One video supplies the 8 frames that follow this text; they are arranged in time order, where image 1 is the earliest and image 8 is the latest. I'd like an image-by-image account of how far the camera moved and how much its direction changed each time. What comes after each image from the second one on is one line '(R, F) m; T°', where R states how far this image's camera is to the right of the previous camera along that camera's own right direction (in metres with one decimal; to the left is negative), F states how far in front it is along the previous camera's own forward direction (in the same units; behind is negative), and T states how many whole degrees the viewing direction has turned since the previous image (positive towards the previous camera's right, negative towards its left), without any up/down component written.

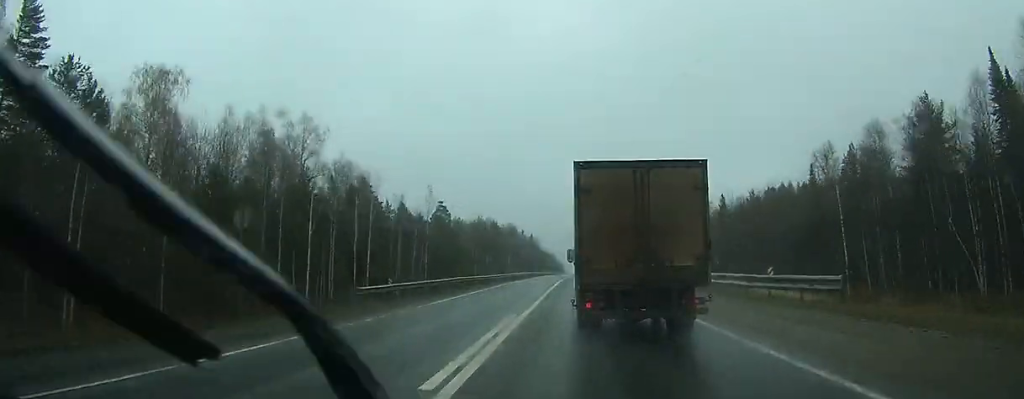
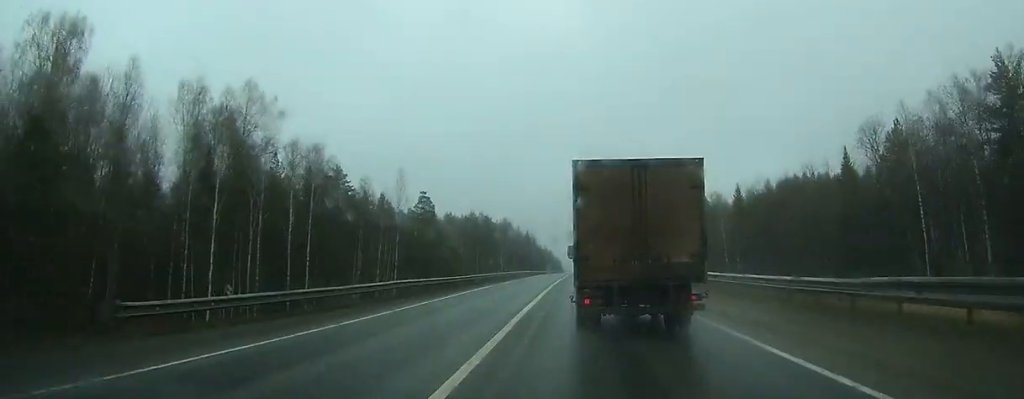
(+0.1, +14.7) m; 0°
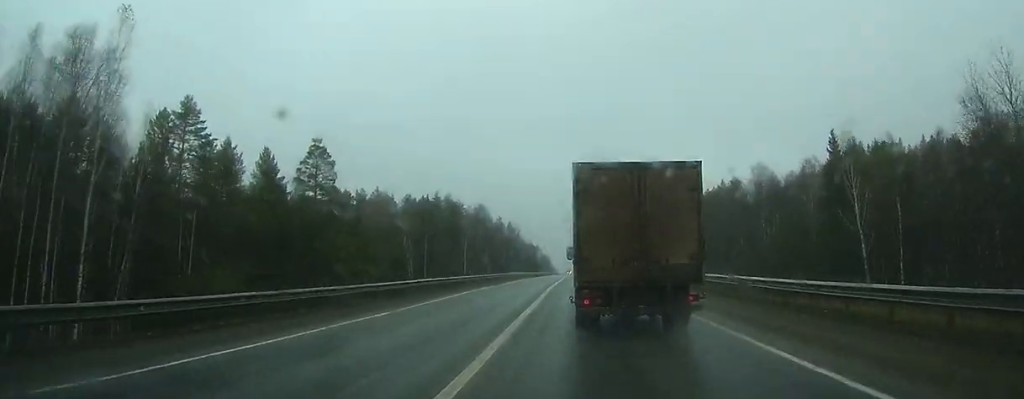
(+0.1, +50.9) m; +1°
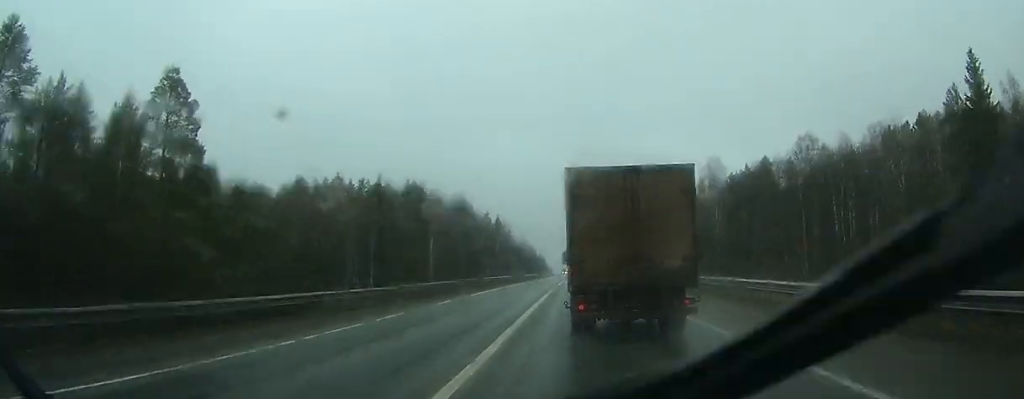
(+0.2, +30.1) m; 0°
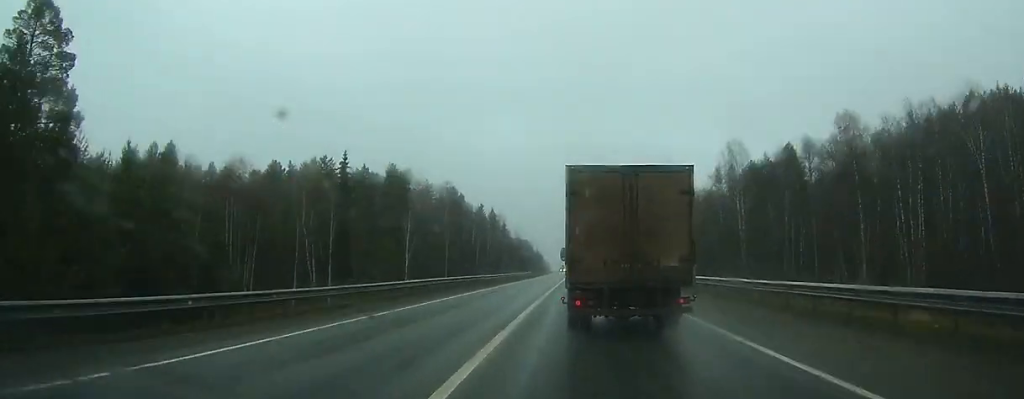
(+0.1, +15.6) m; 0°
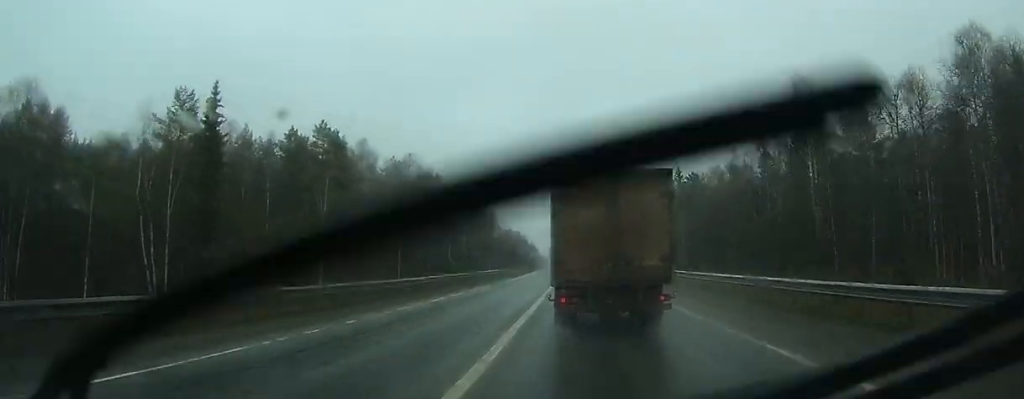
(-0.2, +32.3) m; 0°
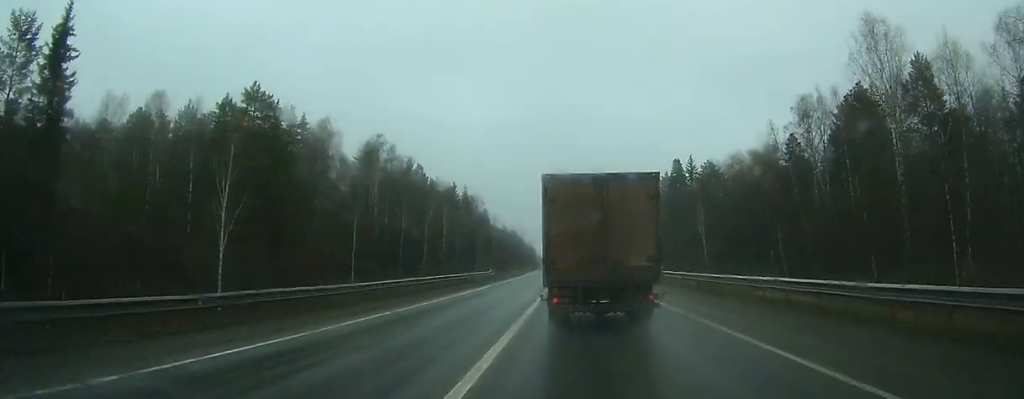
(+0.2, +19.2) m; 0°
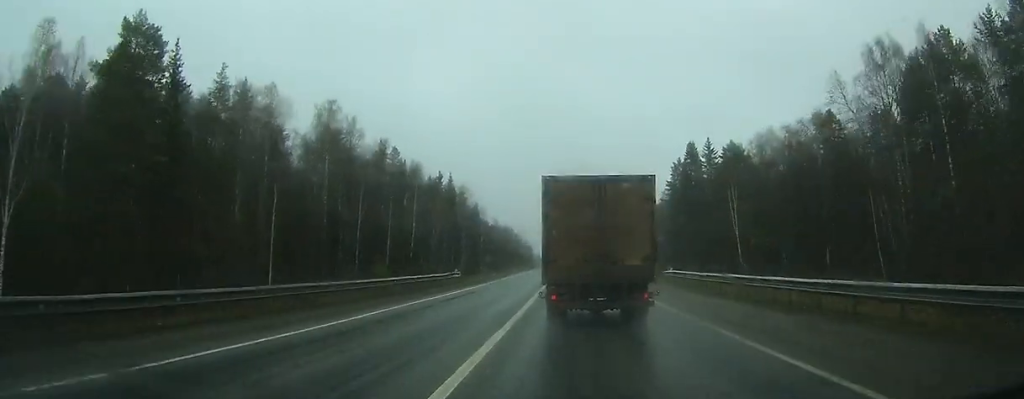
(+0.1, +20.4) m; 0°
